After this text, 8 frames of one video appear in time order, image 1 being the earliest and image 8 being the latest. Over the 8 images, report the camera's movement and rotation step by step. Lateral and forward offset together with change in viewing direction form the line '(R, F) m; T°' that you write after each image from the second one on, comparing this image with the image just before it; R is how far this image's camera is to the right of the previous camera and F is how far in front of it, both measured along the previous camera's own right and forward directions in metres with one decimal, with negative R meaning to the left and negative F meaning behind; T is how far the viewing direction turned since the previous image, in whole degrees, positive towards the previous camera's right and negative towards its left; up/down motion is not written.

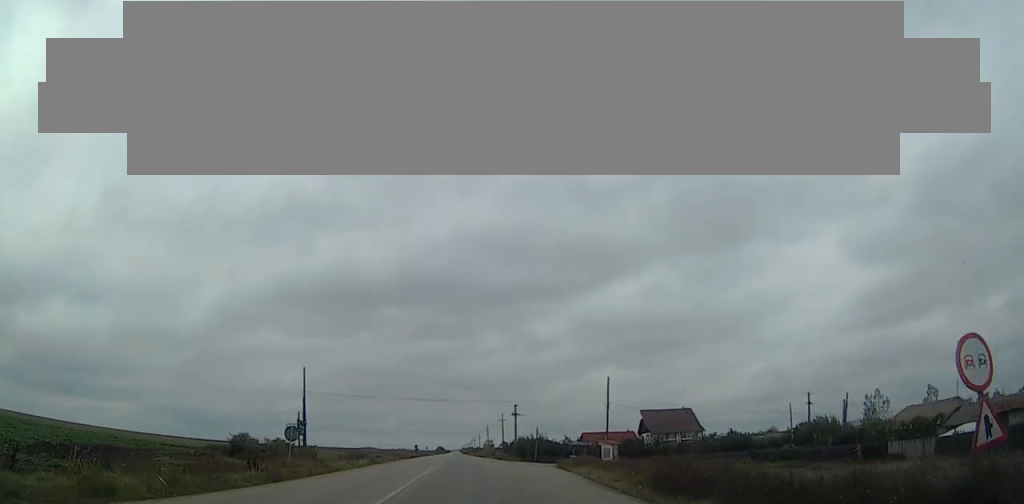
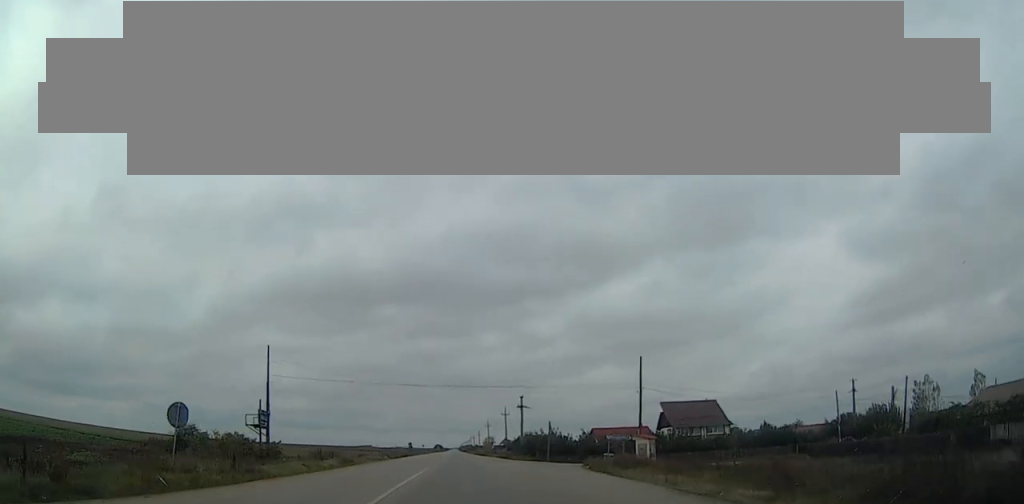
(-0.6, +15.1) m; -1°
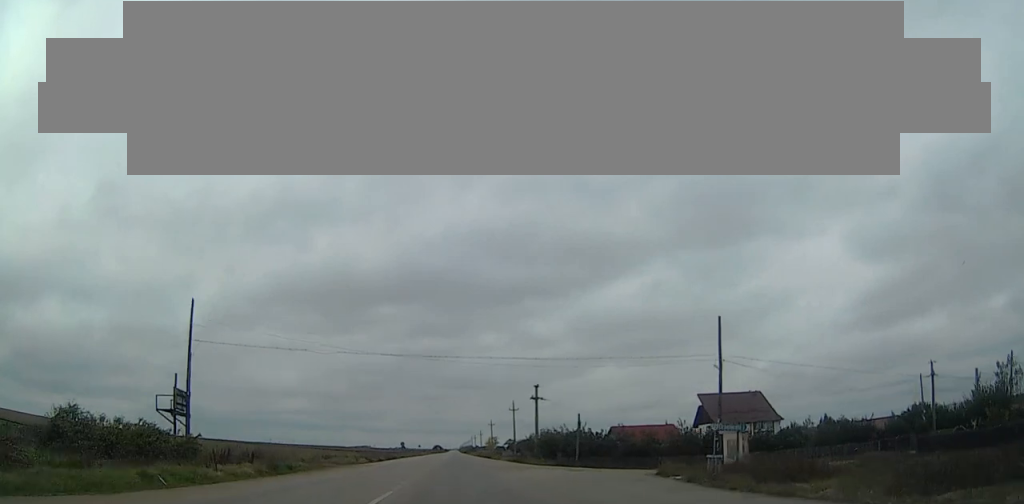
(-0.3, +20.2) m; 0°
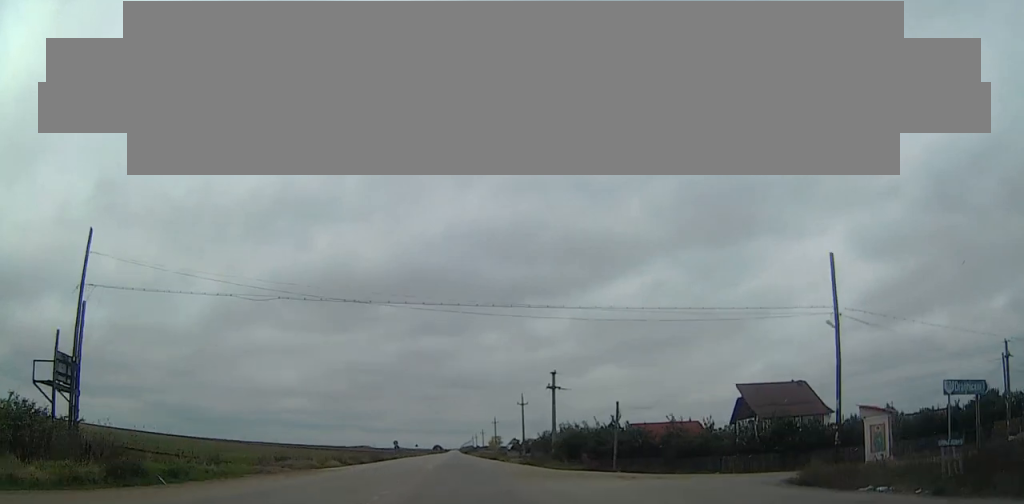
(-0.2, +15.2) m; +1°
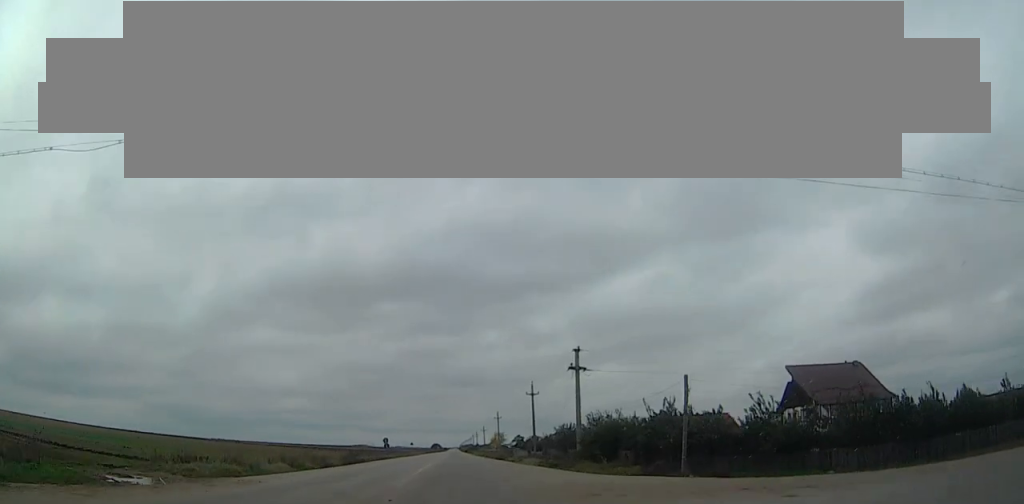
(+0.3, +15.2) m; +1°
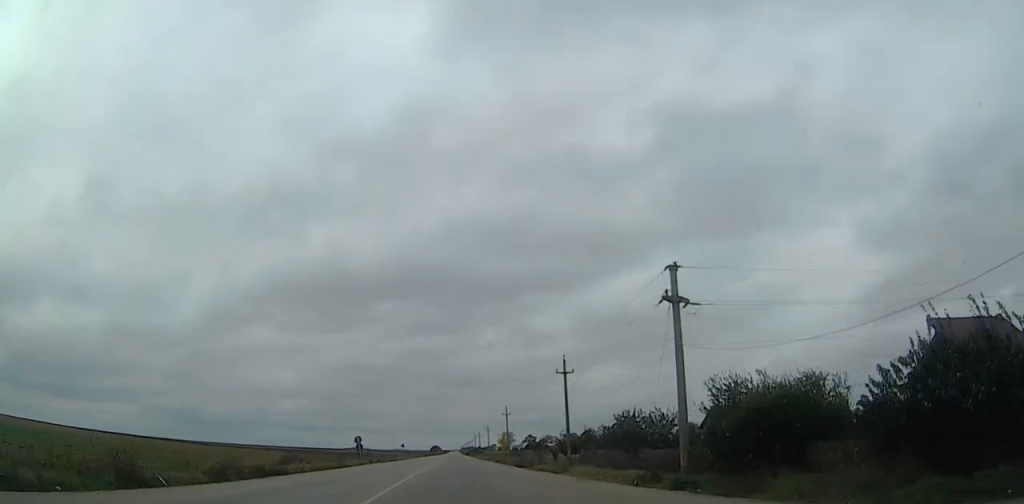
(+0.7, +27.5) m; -1°
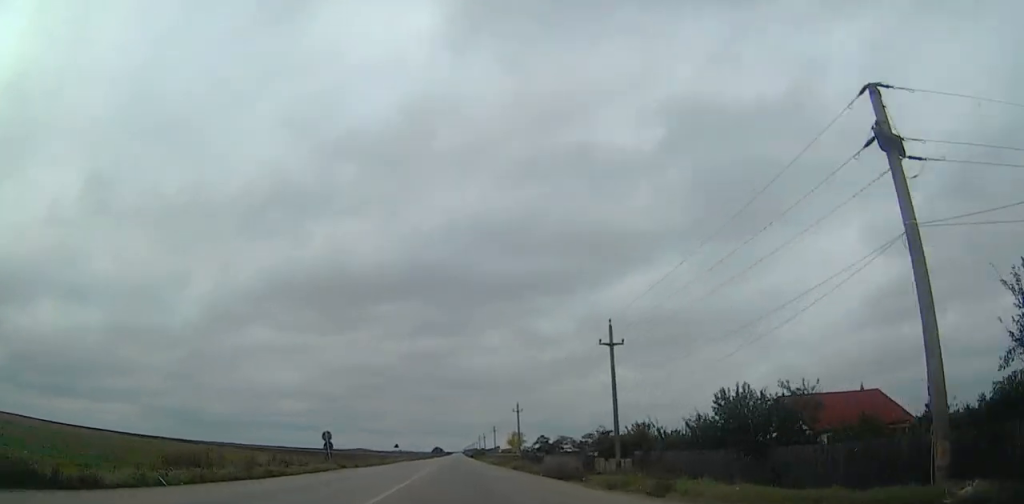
(-0.7, +18.2) m; -2°
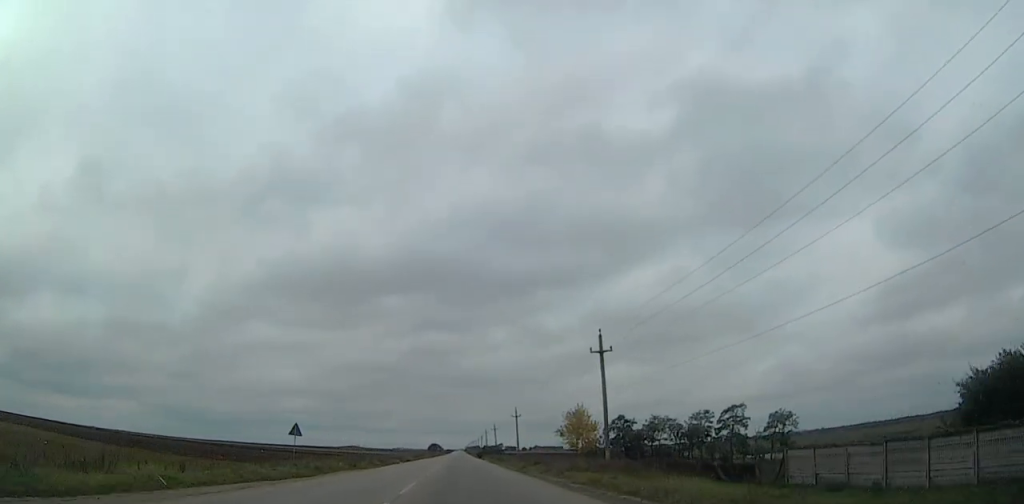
(+2.4, +66.2) m; +2°
